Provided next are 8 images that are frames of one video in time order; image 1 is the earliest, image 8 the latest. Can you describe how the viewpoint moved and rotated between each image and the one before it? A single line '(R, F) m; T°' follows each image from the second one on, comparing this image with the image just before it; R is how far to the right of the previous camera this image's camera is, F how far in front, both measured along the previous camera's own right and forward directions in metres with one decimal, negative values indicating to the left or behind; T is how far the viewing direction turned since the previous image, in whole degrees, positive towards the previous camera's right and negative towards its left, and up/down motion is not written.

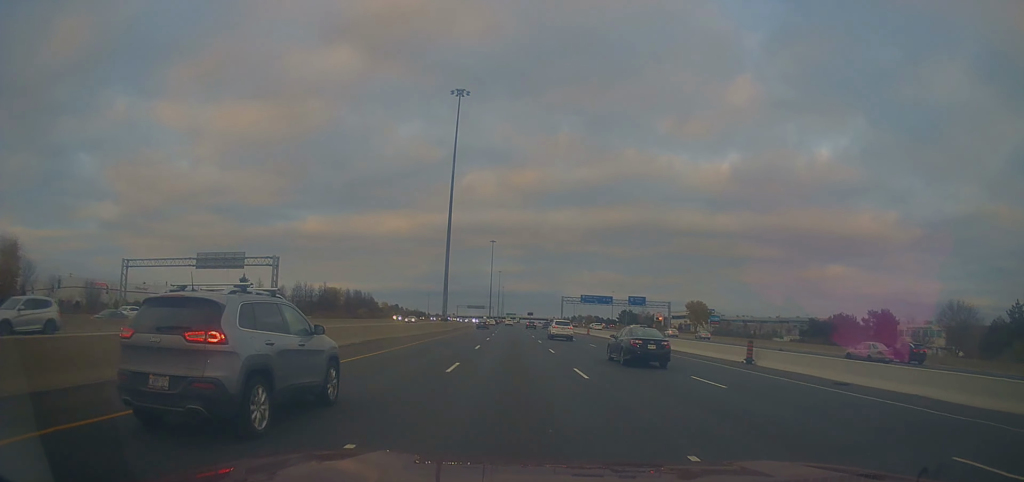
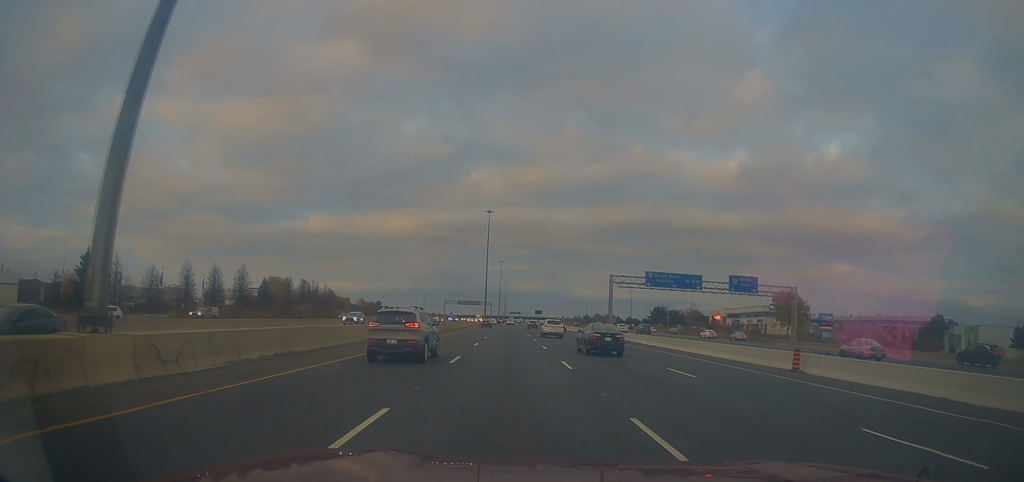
(-1.0, +70.1) m; -1°
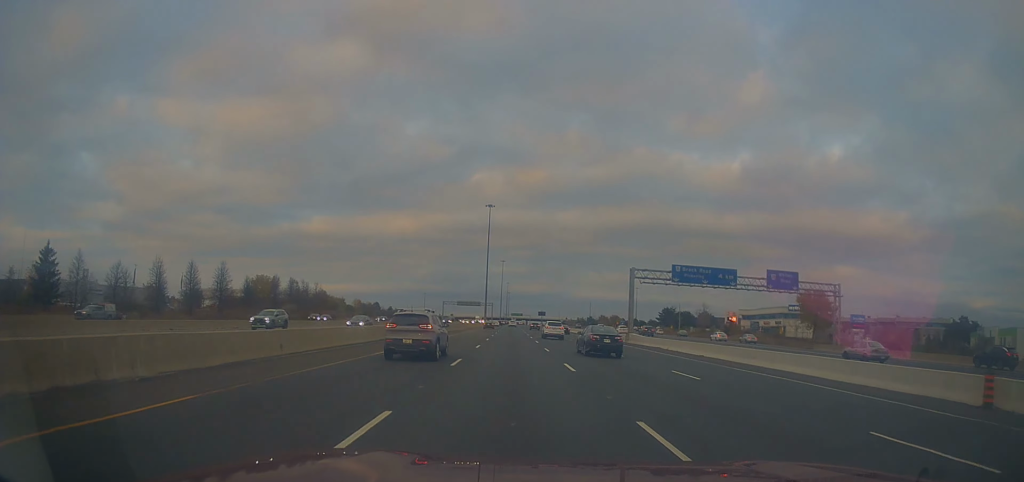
(+0.1, +12.3) m; 0°
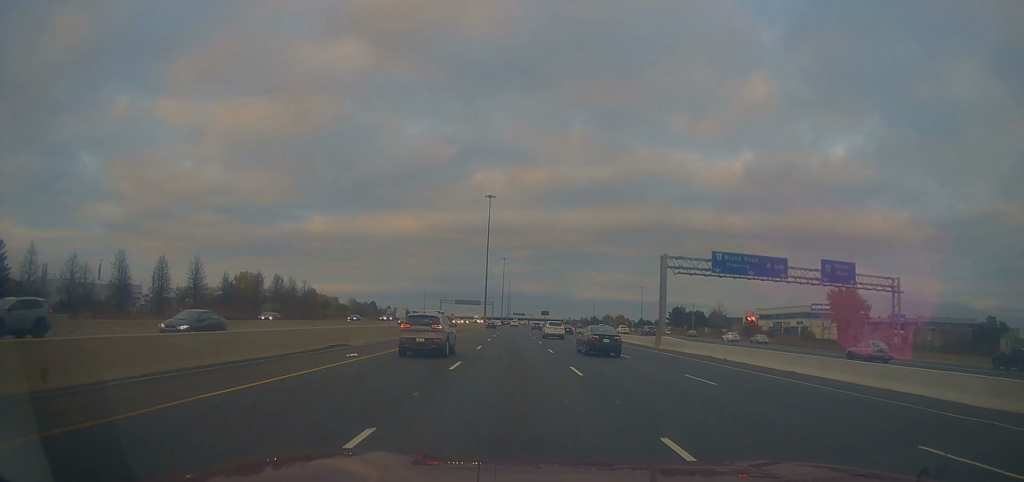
(0.0, +13.3) m; 0°
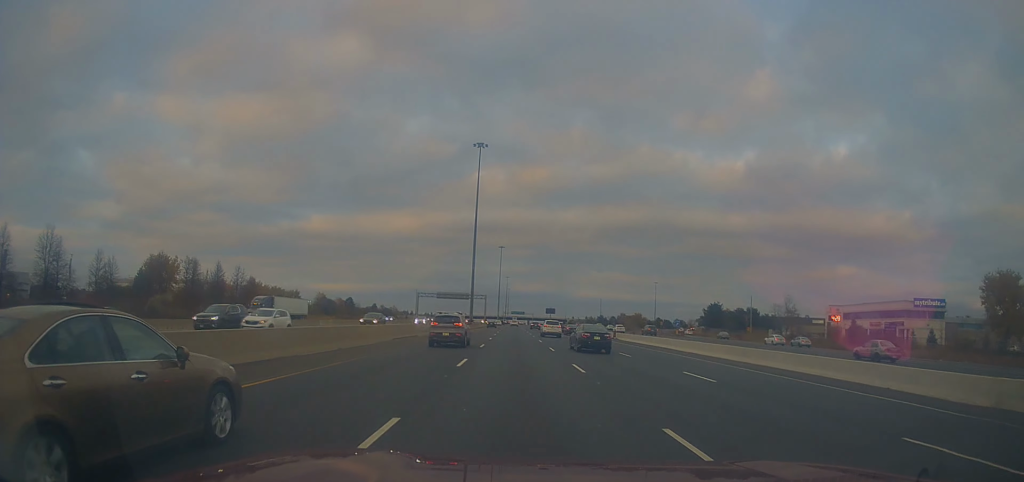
(-0.2, +47.7) m; 0°
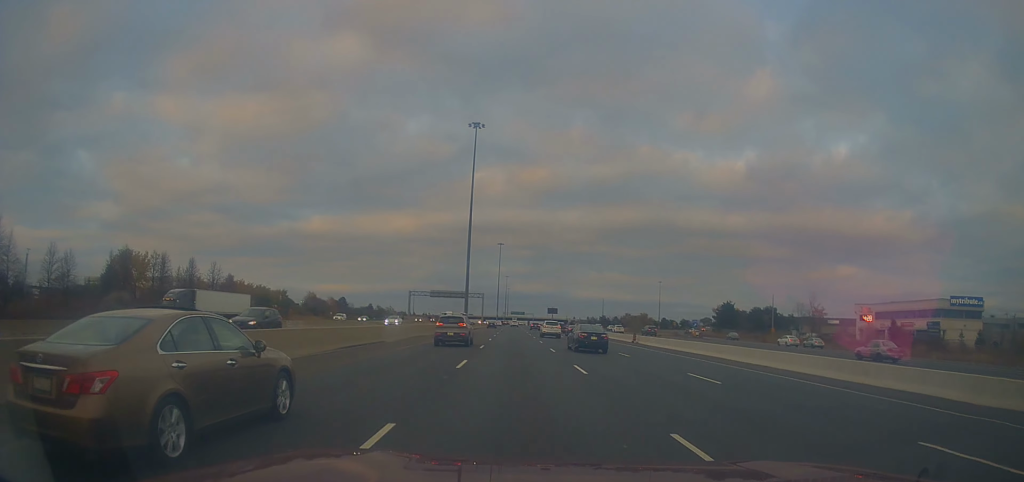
(0.0, +12.5) m; 0°
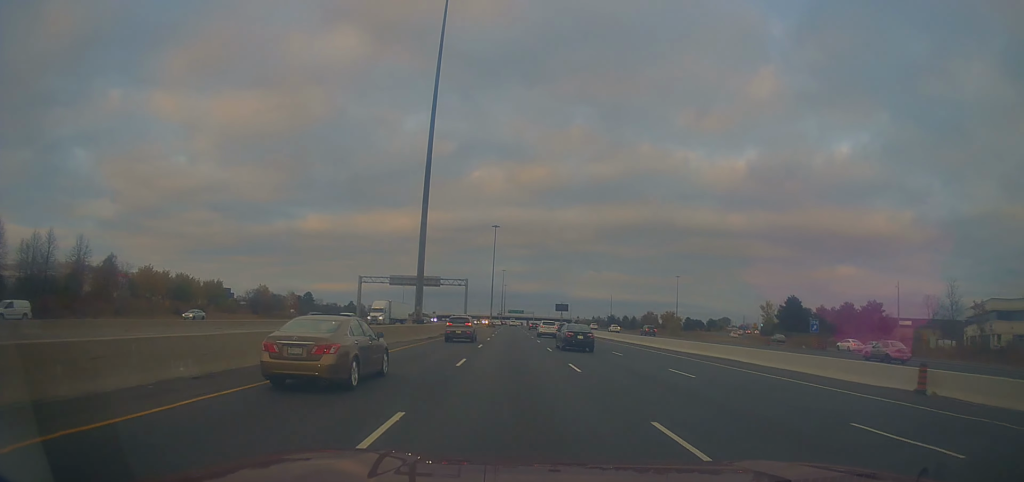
(-0.1, +47.2) m; 0°
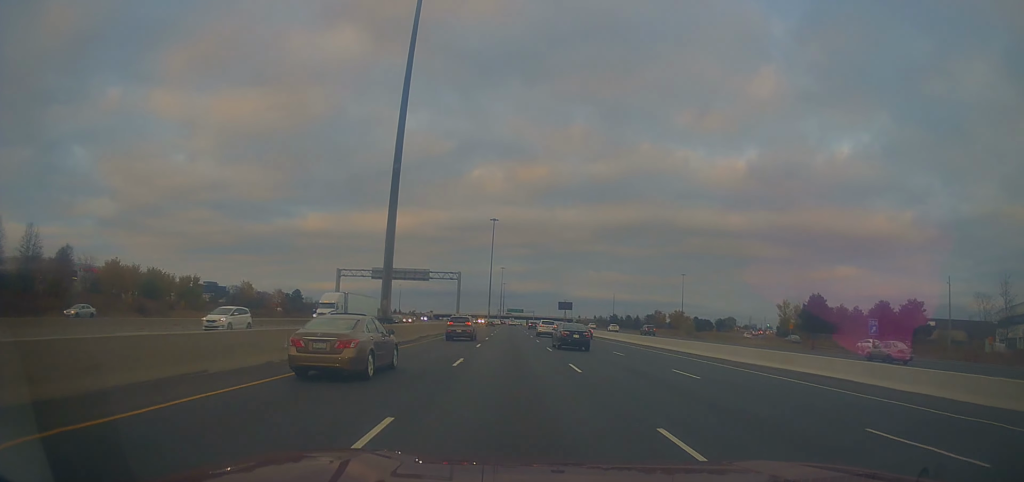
(+0.2, +12.6) m; 0°
